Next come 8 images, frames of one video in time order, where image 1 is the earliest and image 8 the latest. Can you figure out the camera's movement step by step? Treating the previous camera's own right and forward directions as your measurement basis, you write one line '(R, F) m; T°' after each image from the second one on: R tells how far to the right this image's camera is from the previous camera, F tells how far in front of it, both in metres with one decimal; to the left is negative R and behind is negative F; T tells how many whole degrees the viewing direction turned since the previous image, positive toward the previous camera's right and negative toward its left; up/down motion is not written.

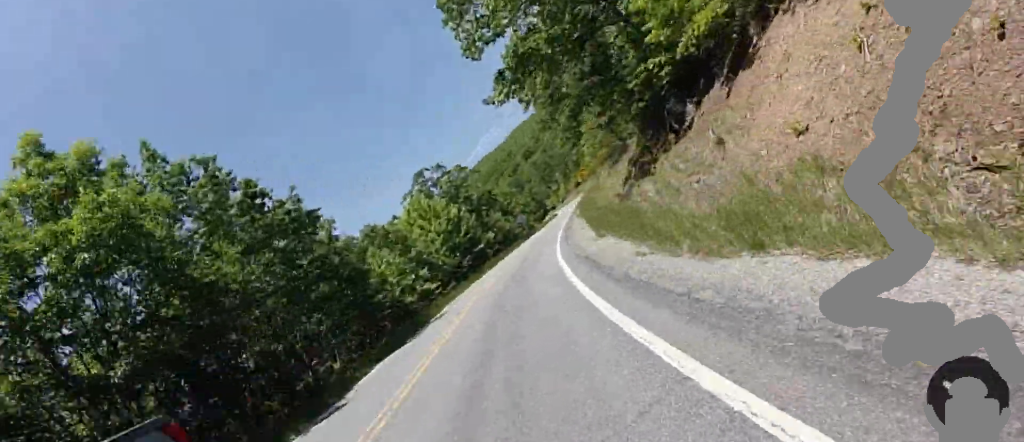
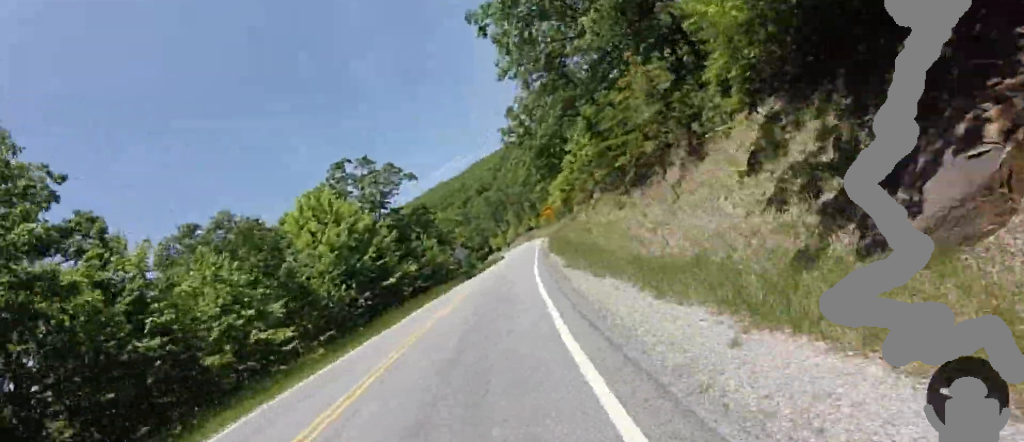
(+1.2, +14.9) m; +9°
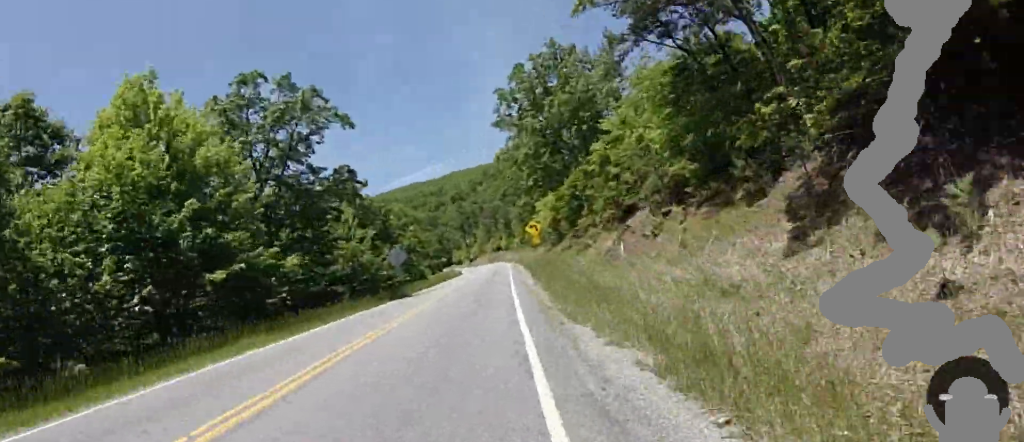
(+0.6, +15.4) m; +5°
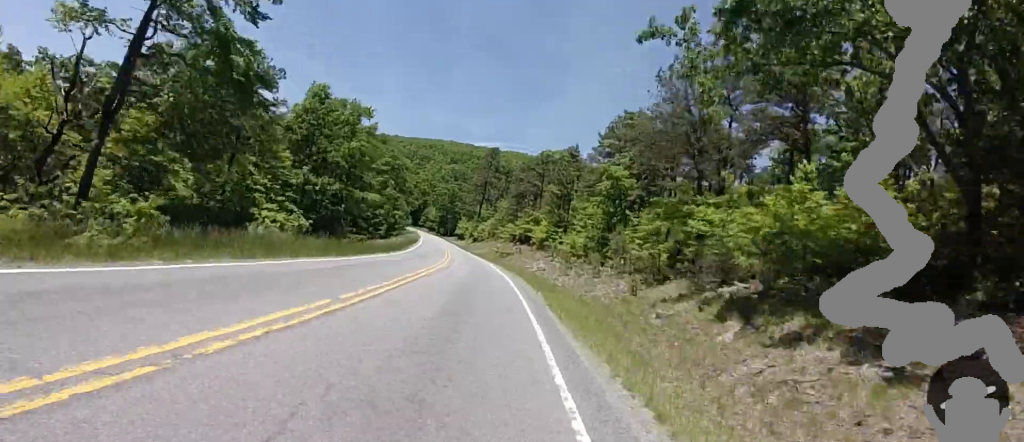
(-3.1, +57.2) m; -8°
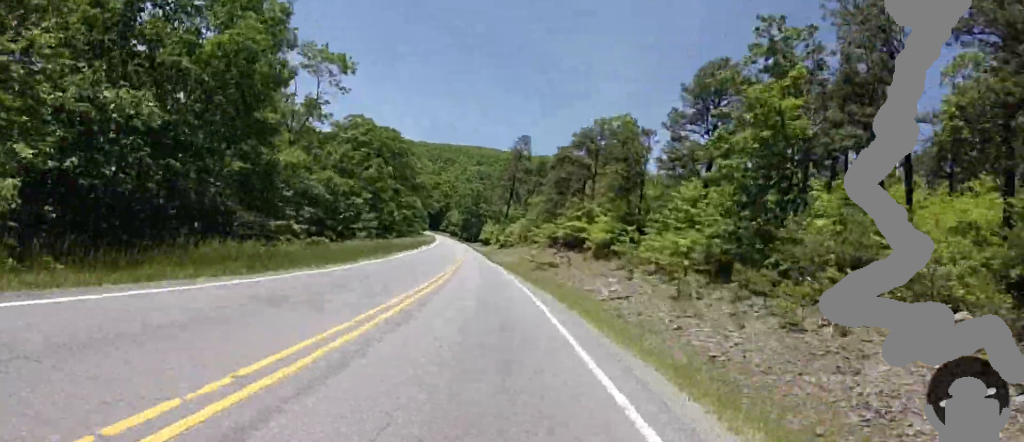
(+0.3, +16.7) m; -1°
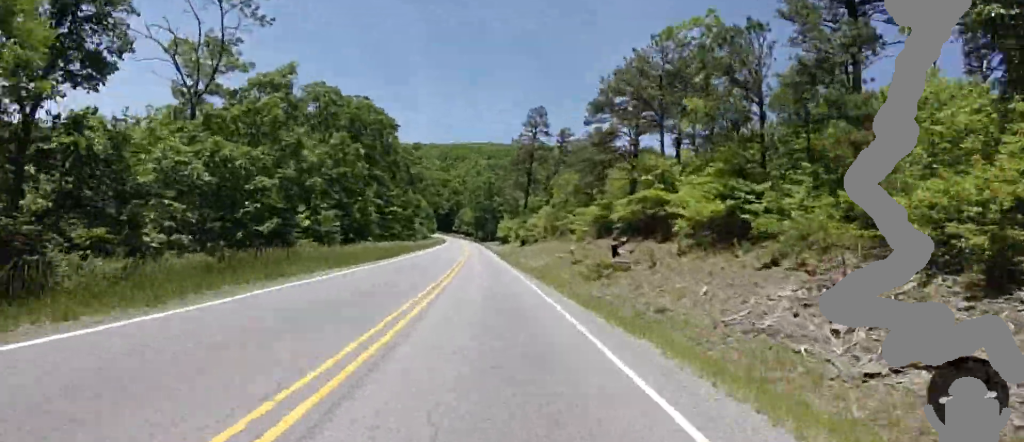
(-0.5, +14.4) m; -2°
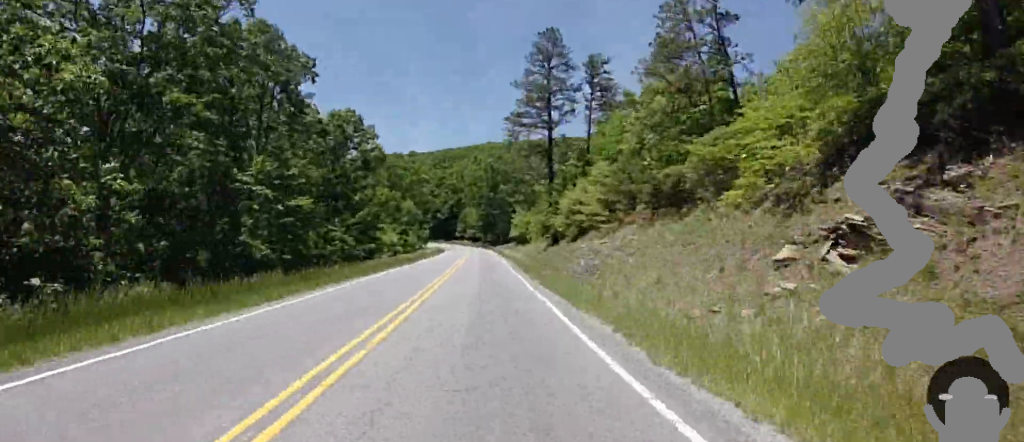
(-0.4, +25.6) m; -4°
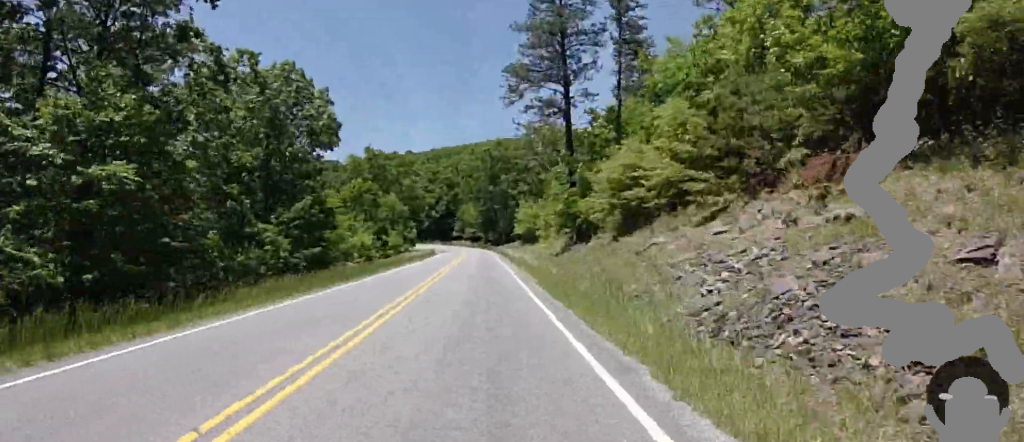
(+0.2, +12.7) m; -2°
